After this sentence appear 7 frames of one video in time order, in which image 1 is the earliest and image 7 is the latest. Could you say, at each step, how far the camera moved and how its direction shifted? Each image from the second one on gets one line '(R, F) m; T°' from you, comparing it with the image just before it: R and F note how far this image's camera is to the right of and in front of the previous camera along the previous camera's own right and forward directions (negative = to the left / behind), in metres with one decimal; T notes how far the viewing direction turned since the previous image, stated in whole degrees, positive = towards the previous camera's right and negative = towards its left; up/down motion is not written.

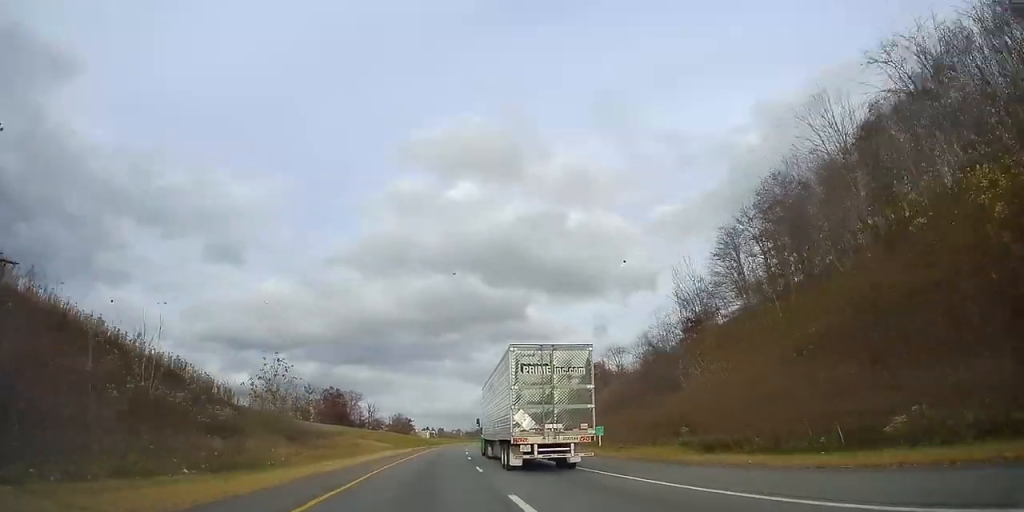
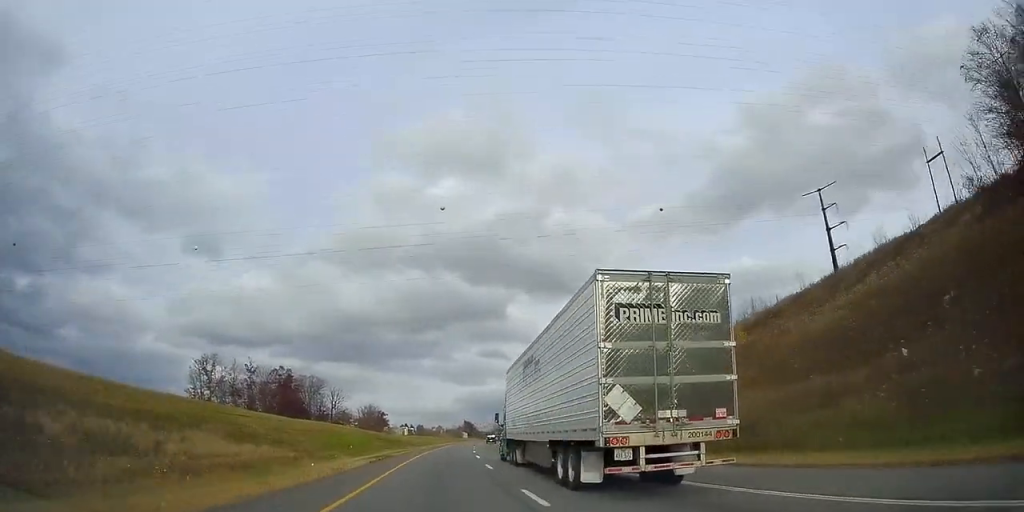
(+1.0, +45.5) m; +1°
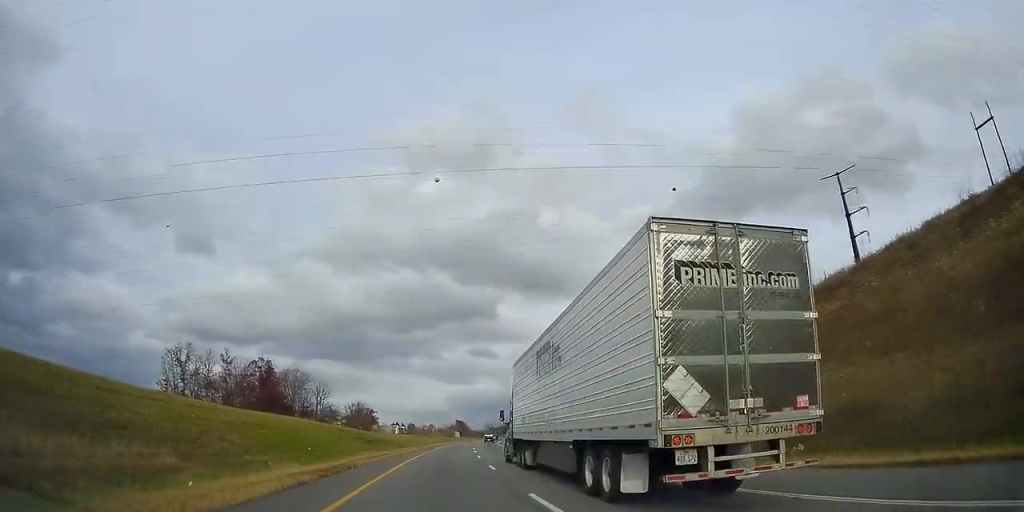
(-0.3, +12.5) m; 0°
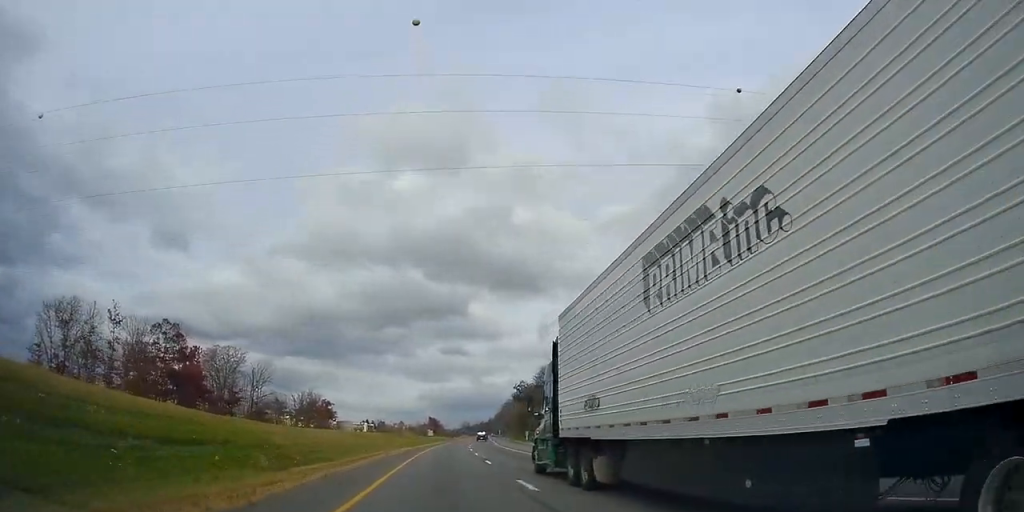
(+0.2, +42.0) m; +2°
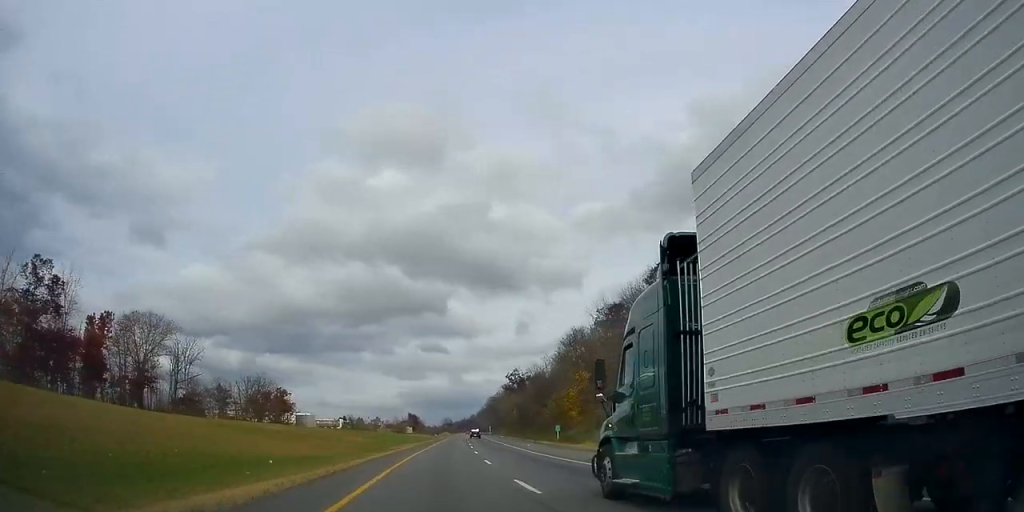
(+1.1, +35.4) m; +3°
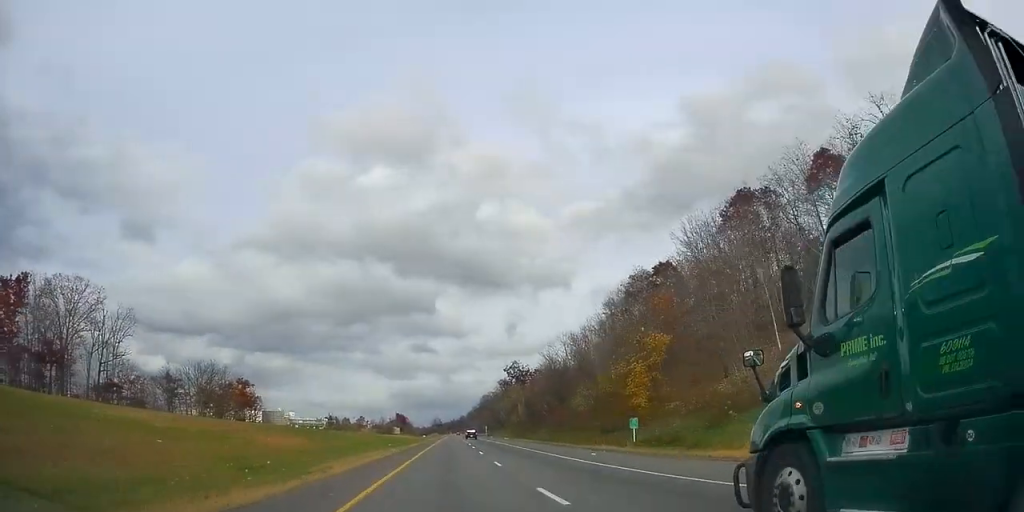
(+0.2, +25.4) m; +1°
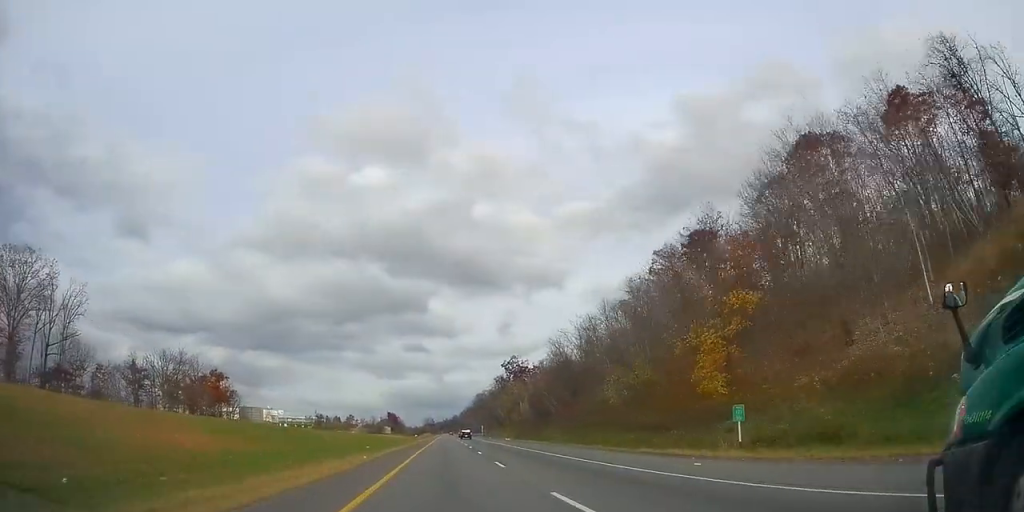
(+0.1, +13.3) m; +1°
